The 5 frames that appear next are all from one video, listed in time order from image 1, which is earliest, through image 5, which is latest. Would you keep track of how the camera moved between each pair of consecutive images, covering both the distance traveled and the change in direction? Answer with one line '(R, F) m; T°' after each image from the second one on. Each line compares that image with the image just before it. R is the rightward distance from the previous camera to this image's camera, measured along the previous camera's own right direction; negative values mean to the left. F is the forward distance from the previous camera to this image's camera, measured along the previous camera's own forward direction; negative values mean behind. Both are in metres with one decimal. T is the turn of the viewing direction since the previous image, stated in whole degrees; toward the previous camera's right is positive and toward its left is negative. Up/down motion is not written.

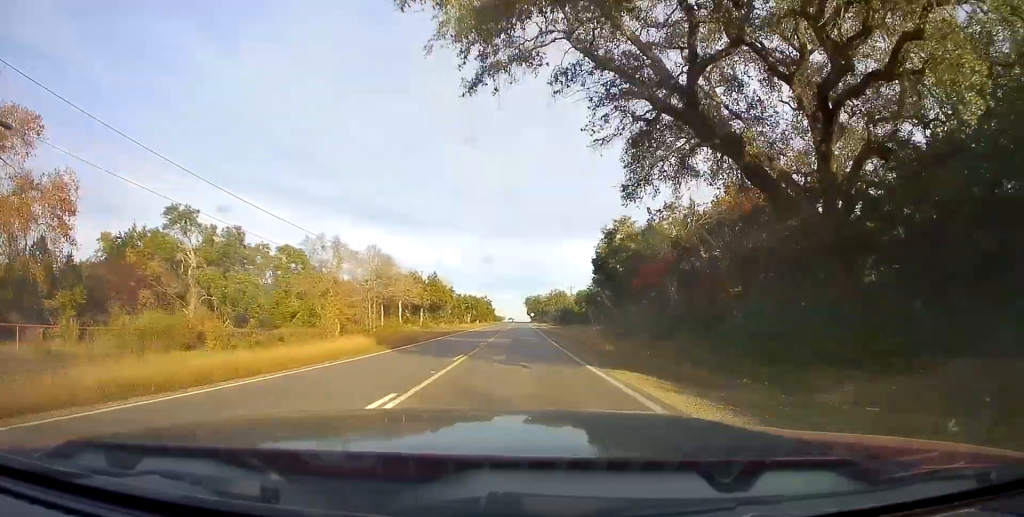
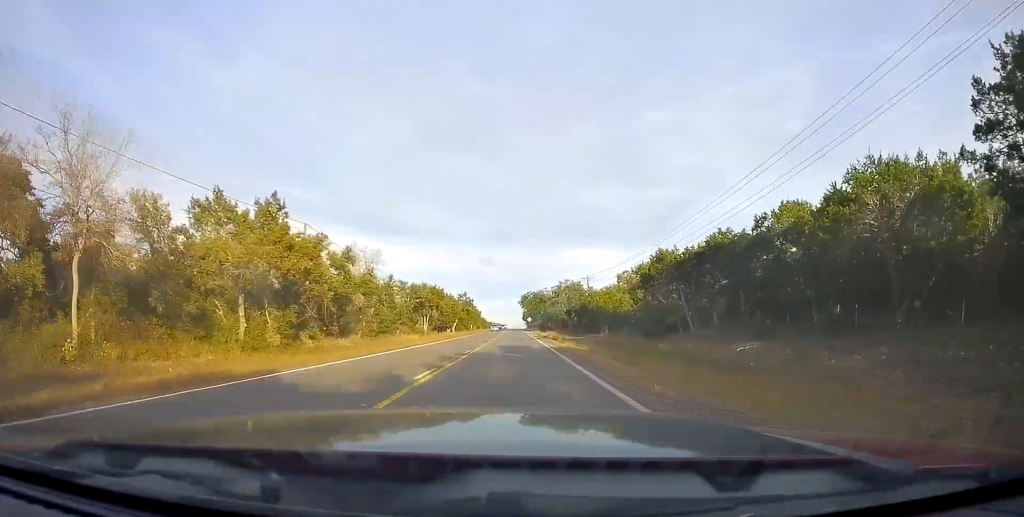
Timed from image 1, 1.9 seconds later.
(+0.2, +51.4) m; +1°
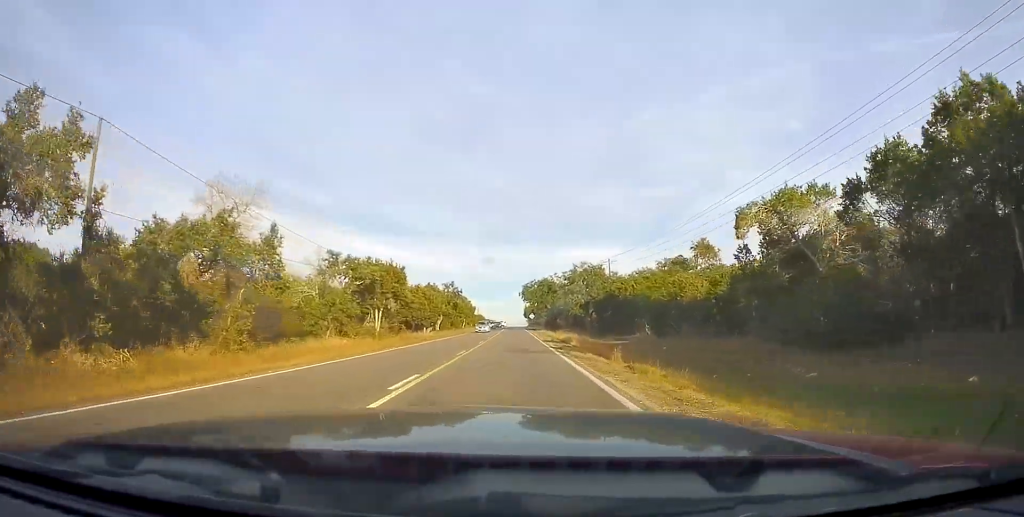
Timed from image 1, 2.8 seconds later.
(0.0, +25.2) m; -1°
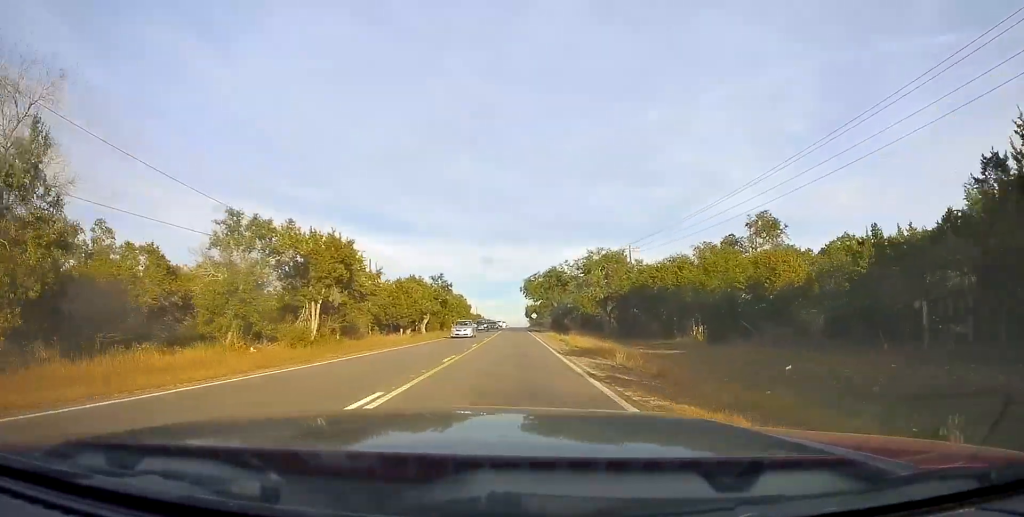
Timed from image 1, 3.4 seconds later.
(-0.4, +15.3) m; 0°
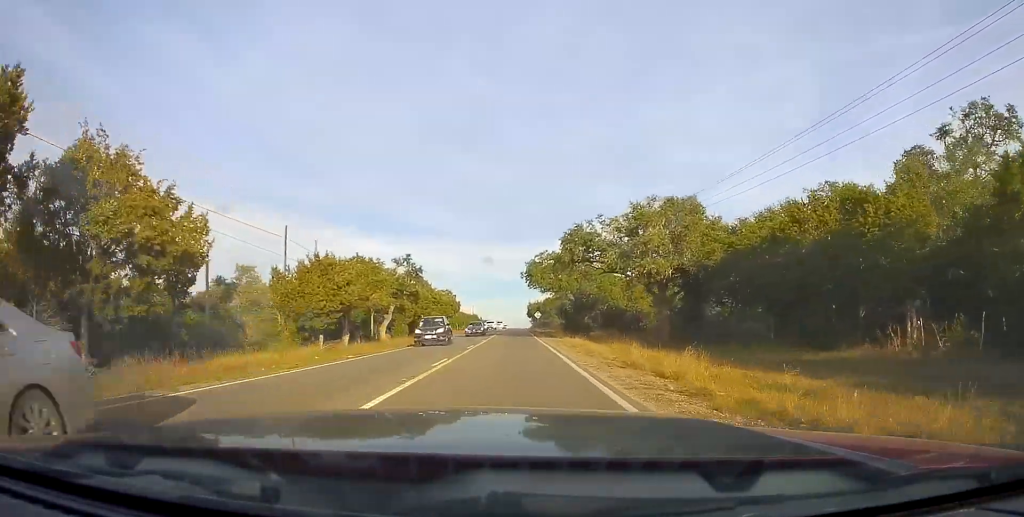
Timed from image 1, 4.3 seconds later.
(+0.4, +24.9) m; 0°
